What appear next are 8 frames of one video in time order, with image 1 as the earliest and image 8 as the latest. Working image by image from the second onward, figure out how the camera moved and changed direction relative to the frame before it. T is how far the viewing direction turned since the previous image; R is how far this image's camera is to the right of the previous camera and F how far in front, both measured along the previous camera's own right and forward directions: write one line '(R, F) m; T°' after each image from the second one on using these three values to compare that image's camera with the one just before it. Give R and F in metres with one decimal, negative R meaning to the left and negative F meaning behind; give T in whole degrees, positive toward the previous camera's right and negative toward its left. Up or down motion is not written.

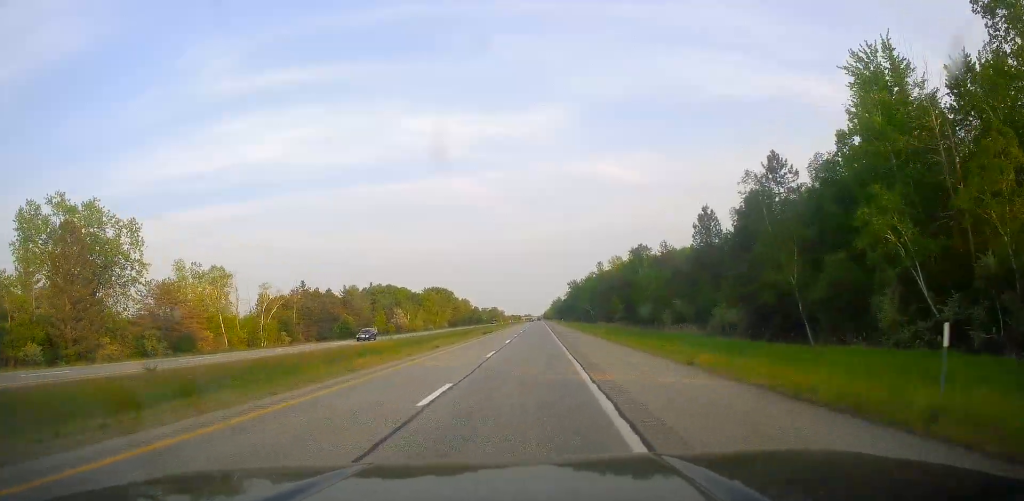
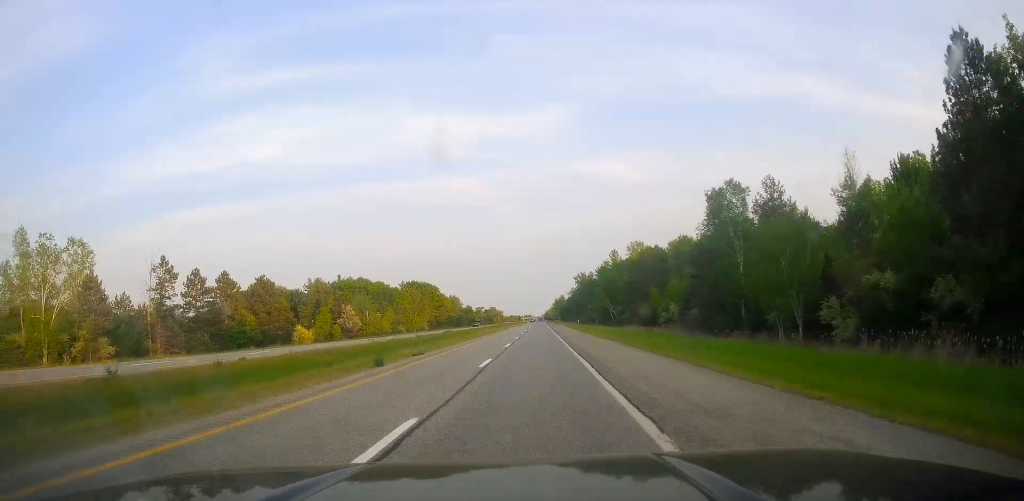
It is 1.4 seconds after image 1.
(-0.2, +51.6) m; -1°
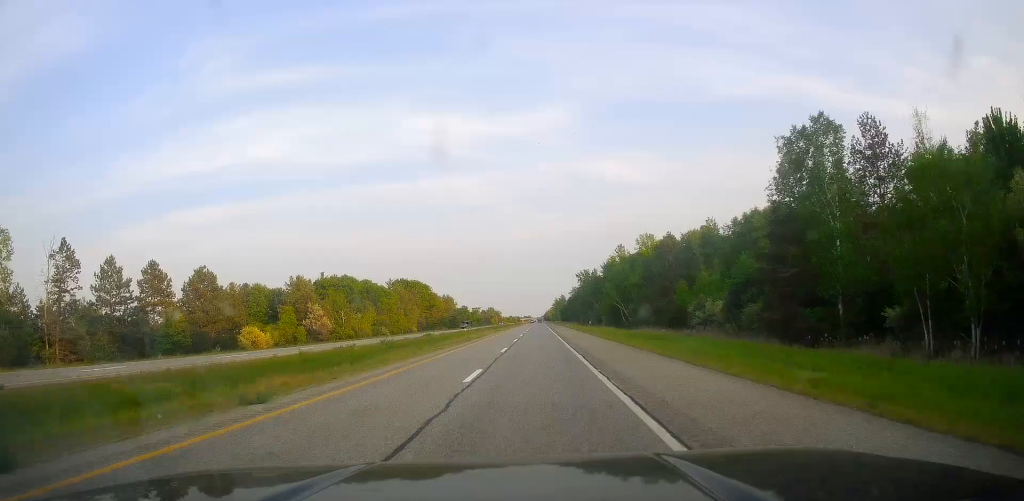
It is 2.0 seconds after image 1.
(-0.2, +20.5) m; 0°
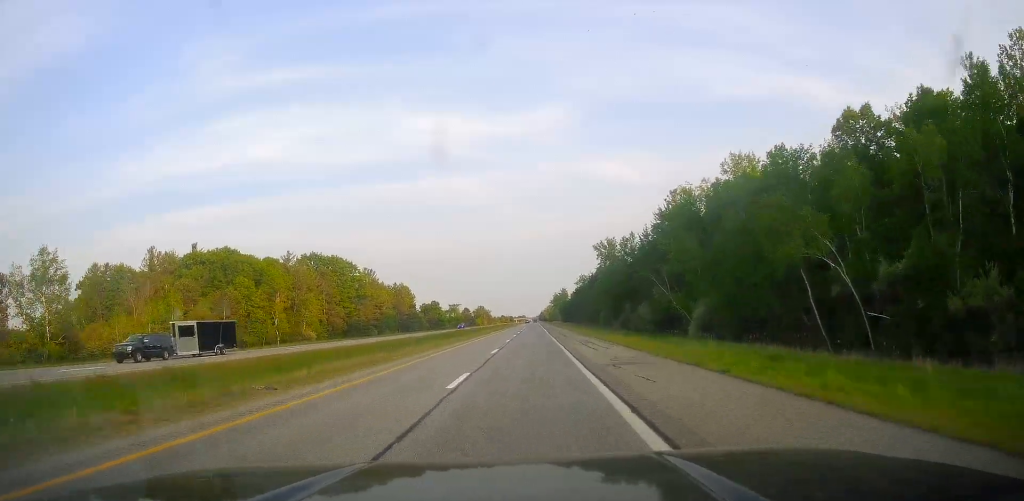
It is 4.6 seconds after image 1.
(+1.2, +93.8) m; +1°
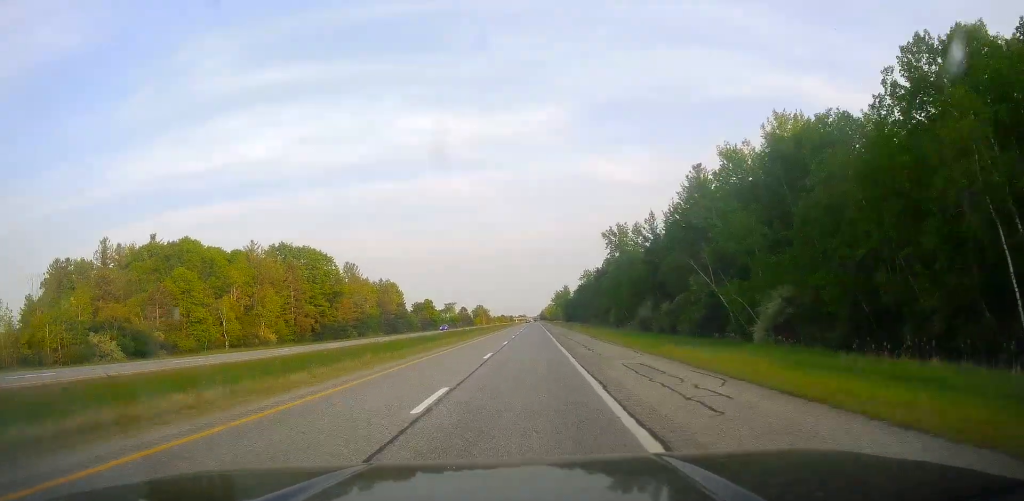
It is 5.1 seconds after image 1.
(-0.2, +19.2) m; 0°
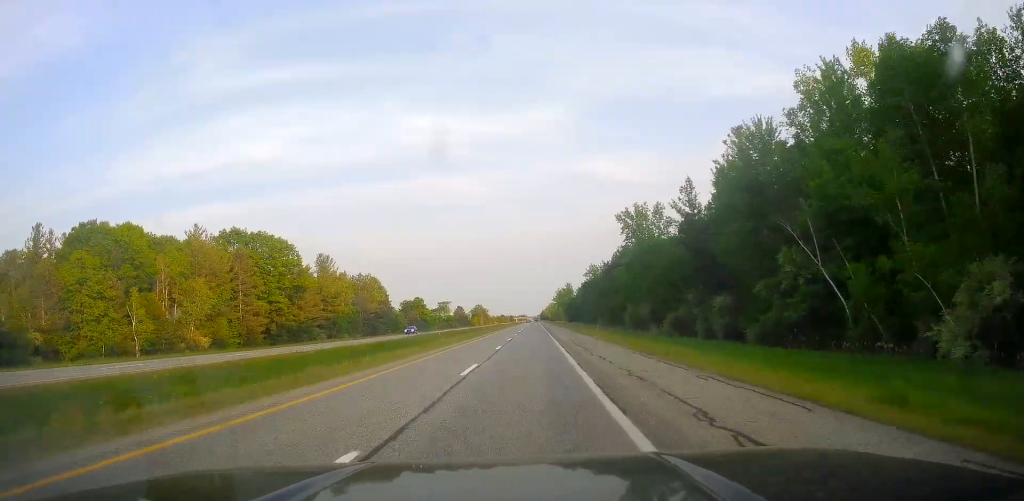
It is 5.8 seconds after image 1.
(+0.1, +22.9) m; 0°
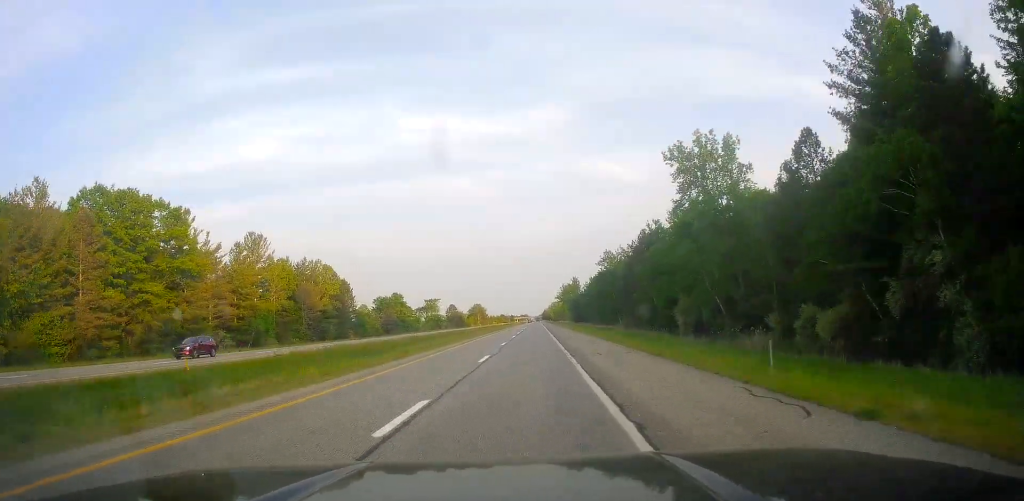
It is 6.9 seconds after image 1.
(+0.3, +40.9) m; 0°
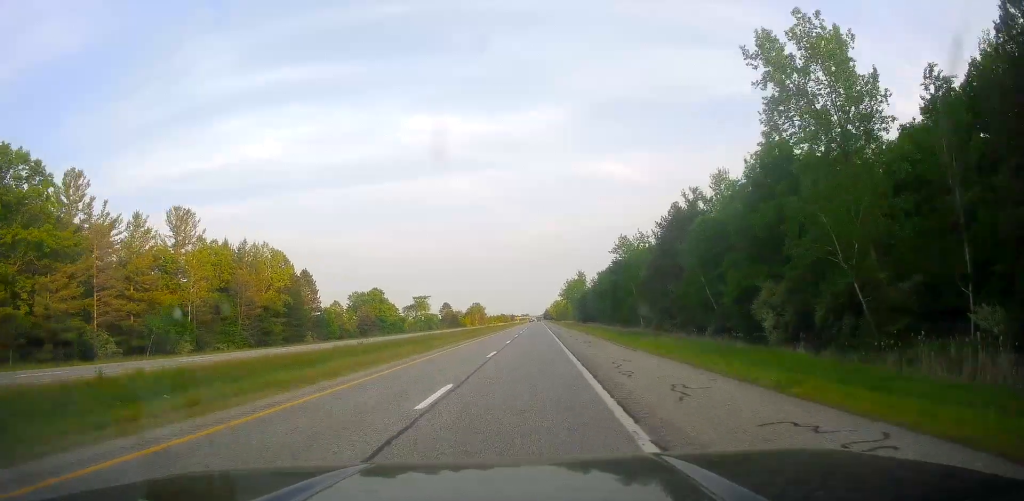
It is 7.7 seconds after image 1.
(-0.3, +27.7) m; -1°
